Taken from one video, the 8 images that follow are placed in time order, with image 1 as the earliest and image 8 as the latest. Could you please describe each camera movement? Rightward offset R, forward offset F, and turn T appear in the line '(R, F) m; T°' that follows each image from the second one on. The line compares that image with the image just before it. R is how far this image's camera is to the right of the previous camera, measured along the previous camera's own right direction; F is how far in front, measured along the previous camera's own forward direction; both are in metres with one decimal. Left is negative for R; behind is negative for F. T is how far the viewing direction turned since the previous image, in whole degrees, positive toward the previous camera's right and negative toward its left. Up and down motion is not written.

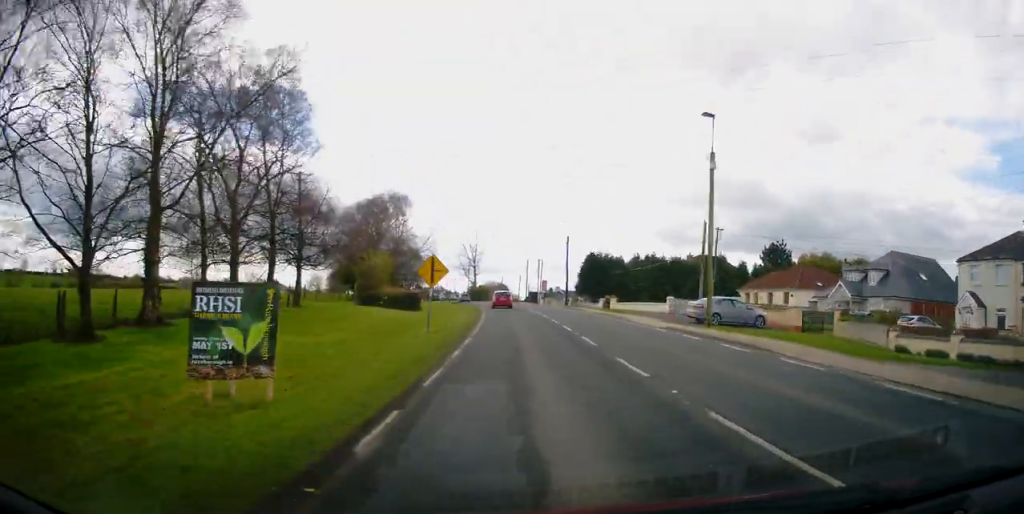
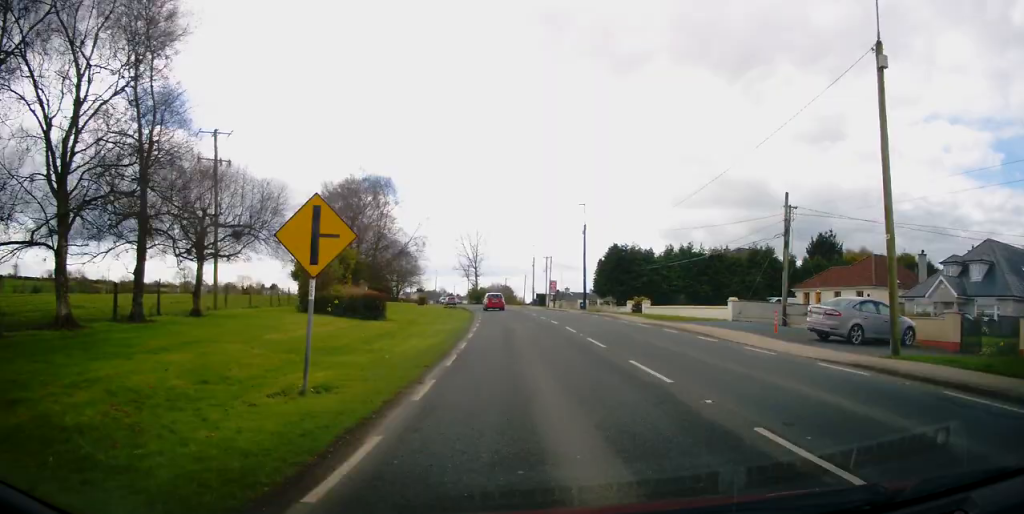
(0.0, +13.2) m; -1°
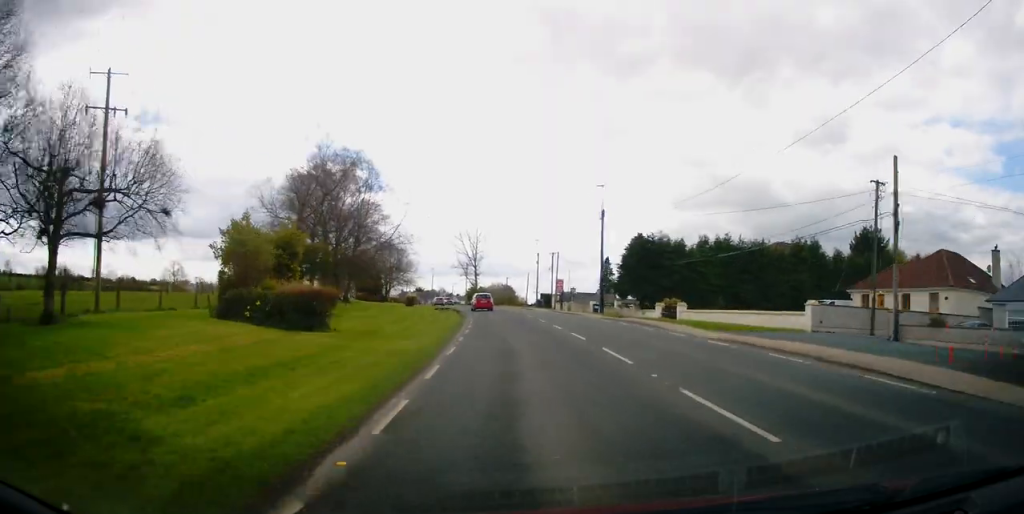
(-0.2, +9.8) m; 0°
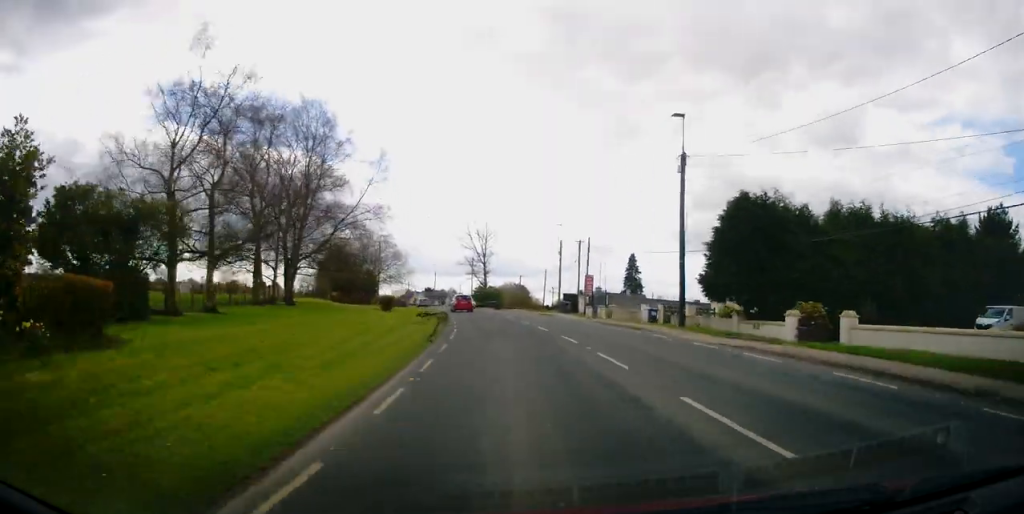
(+0.2, +19.0) m; -1°
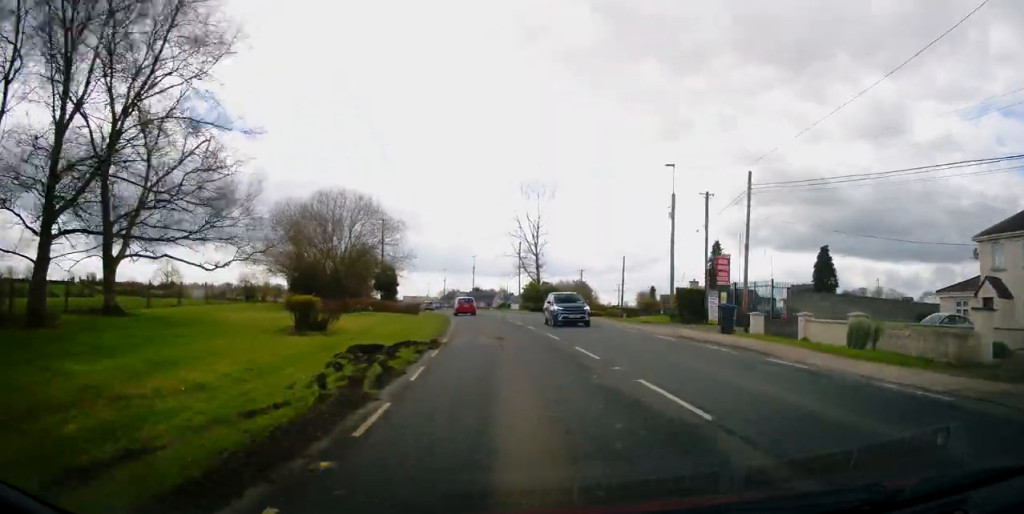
(-1.5, +28.5) m; -4°
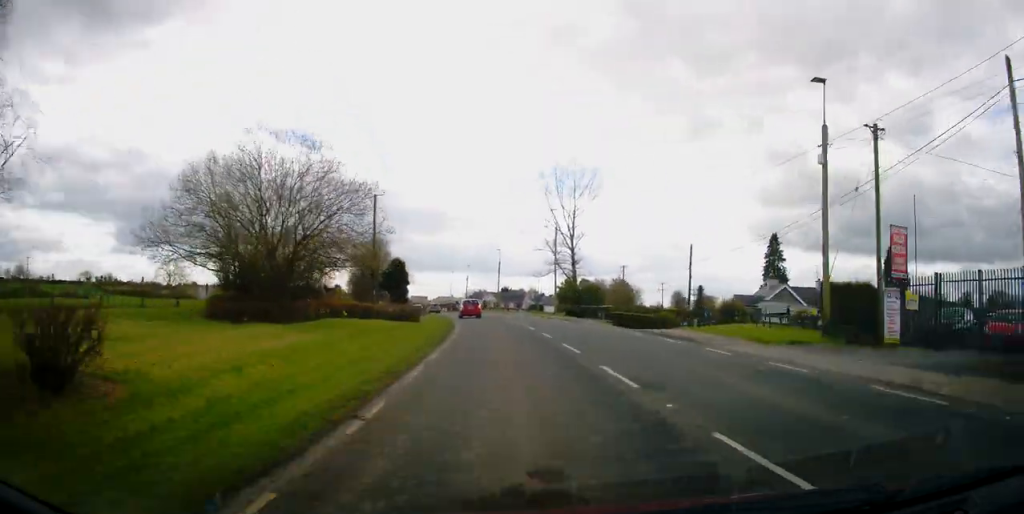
(-0.1, +15.4) m; -3°
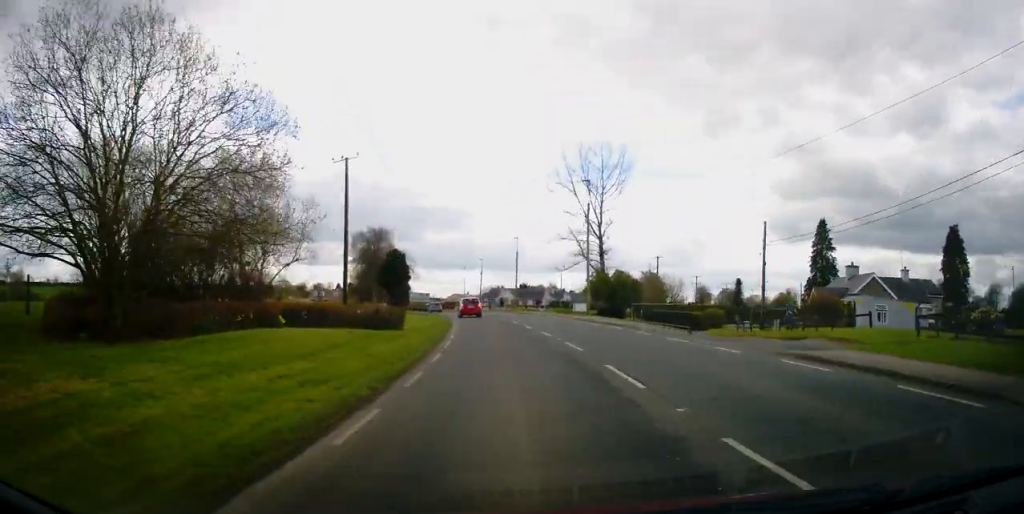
(-0.4, +12.3) m; -2°
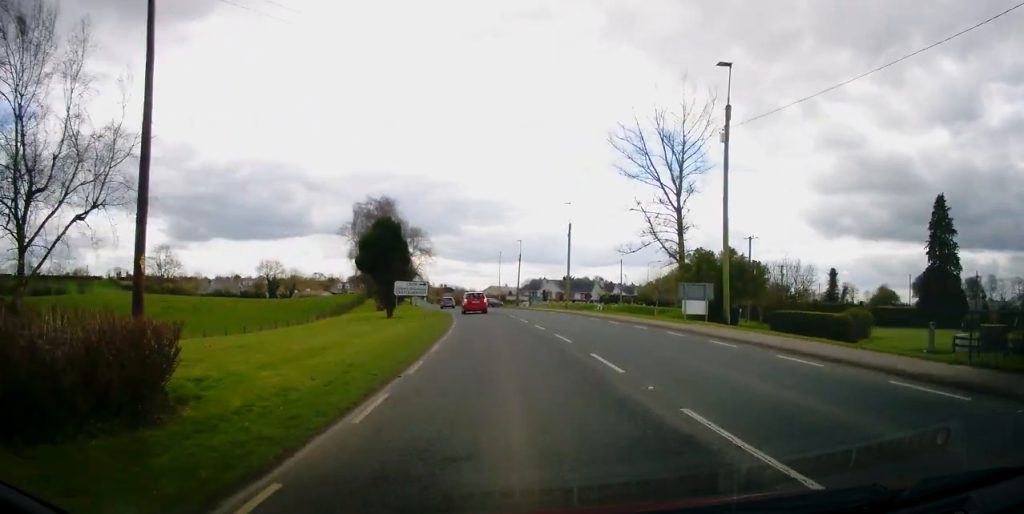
(-0.5, +23.1) m; -3°
